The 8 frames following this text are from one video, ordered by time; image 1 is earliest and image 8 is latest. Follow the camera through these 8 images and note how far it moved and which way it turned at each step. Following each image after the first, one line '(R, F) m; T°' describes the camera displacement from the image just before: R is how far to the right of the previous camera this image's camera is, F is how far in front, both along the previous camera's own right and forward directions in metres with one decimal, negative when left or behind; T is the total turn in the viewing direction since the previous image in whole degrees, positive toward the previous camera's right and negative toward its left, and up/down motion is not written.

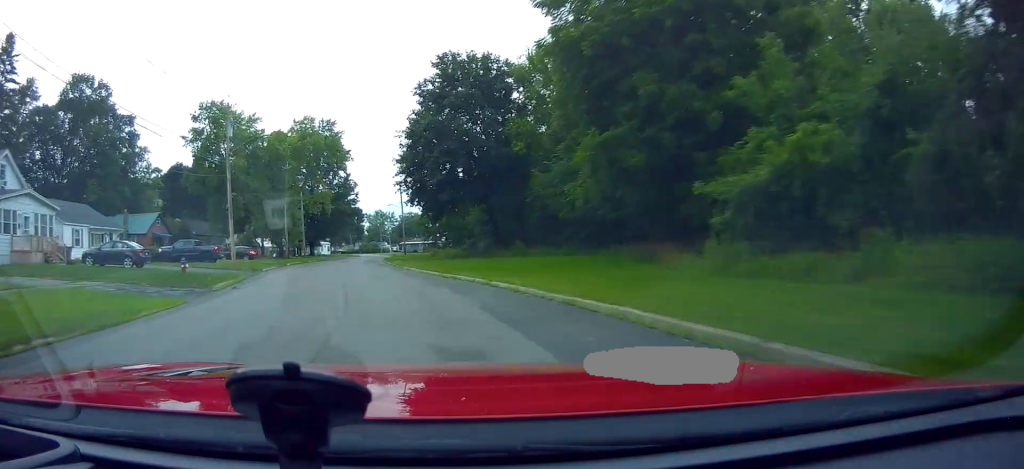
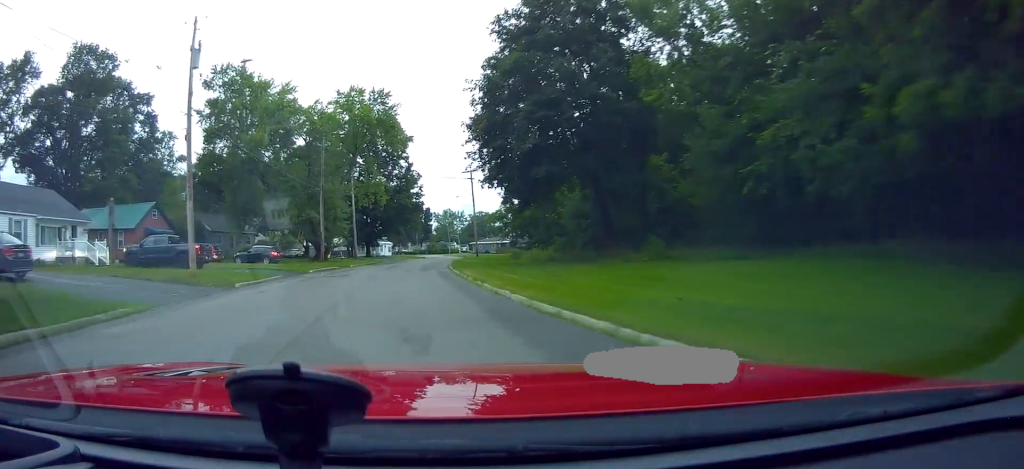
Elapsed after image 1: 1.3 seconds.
(-1.3, +15.9) m; -7°
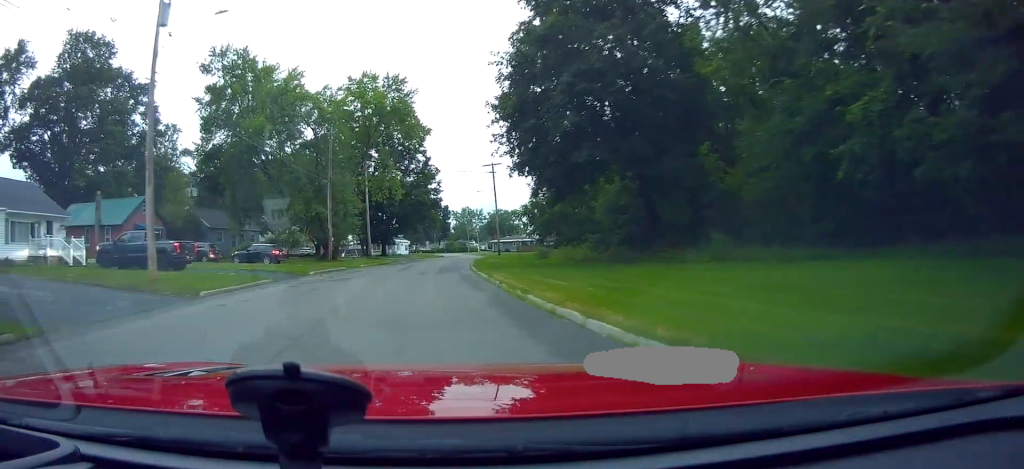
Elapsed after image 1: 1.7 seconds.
(-0.2, +5.1) m; -1°
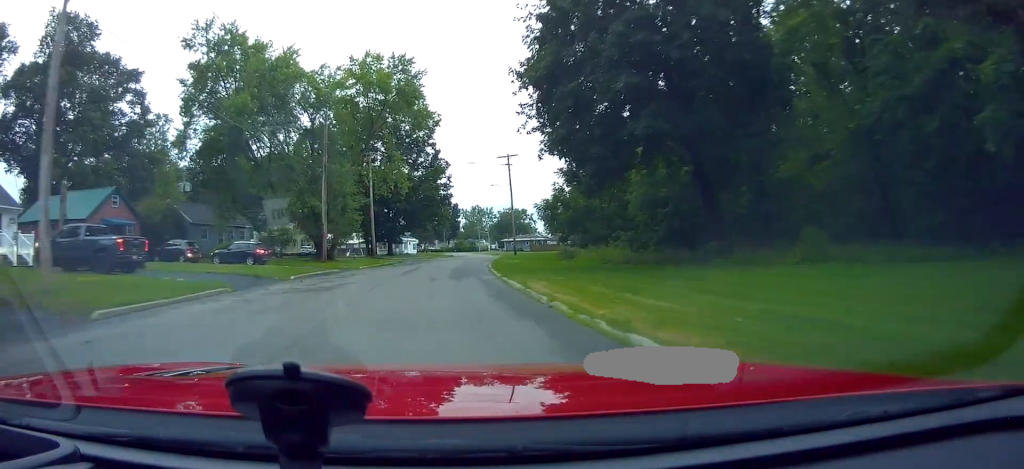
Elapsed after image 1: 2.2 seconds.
(-0.1, +6.5) m; -1°
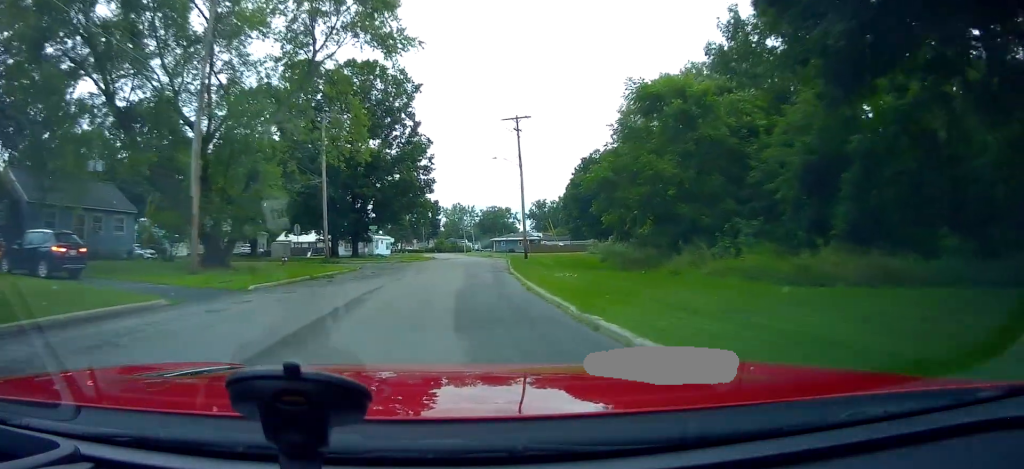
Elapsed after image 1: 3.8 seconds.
(0.0, +21.5) m; 0°
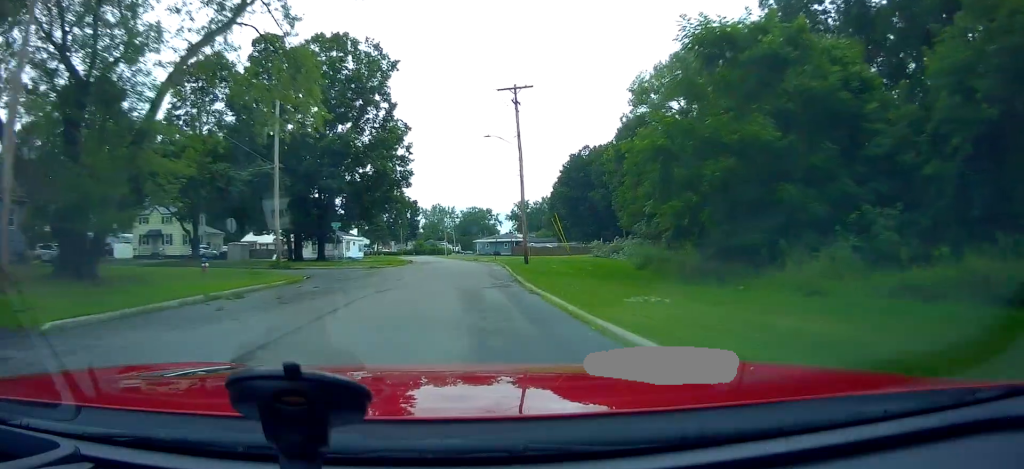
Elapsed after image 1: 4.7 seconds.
(0.0, +10.4) m; 0°
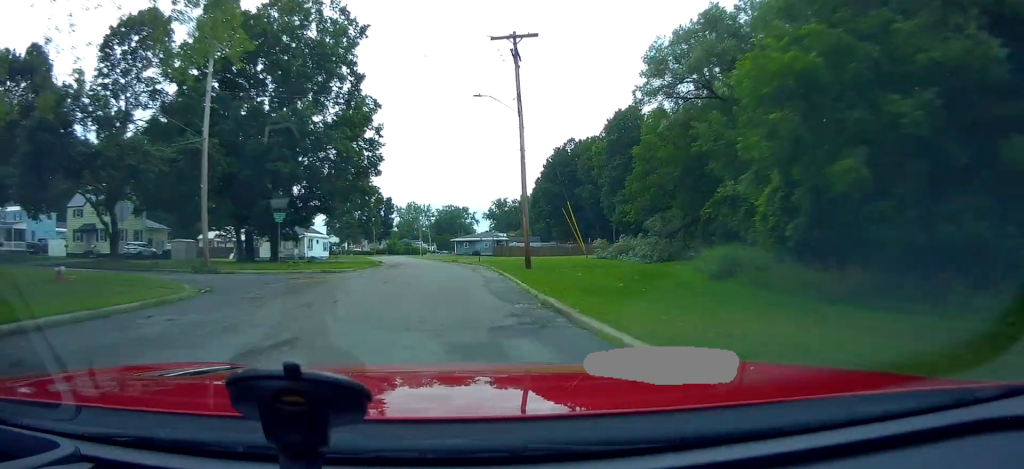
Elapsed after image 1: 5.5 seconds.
(0.0, +10.2) m; +2°
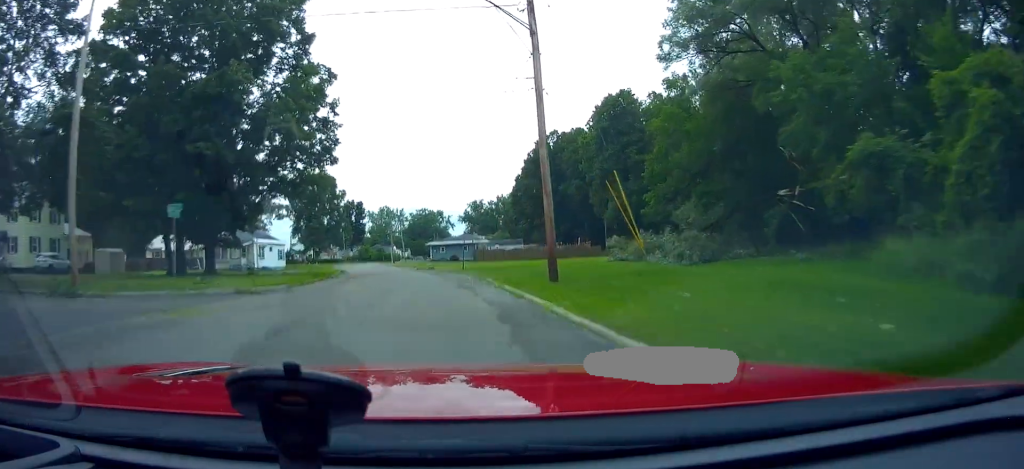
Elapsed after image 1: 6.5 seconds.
(+0.3, +11.6) m; +3°
